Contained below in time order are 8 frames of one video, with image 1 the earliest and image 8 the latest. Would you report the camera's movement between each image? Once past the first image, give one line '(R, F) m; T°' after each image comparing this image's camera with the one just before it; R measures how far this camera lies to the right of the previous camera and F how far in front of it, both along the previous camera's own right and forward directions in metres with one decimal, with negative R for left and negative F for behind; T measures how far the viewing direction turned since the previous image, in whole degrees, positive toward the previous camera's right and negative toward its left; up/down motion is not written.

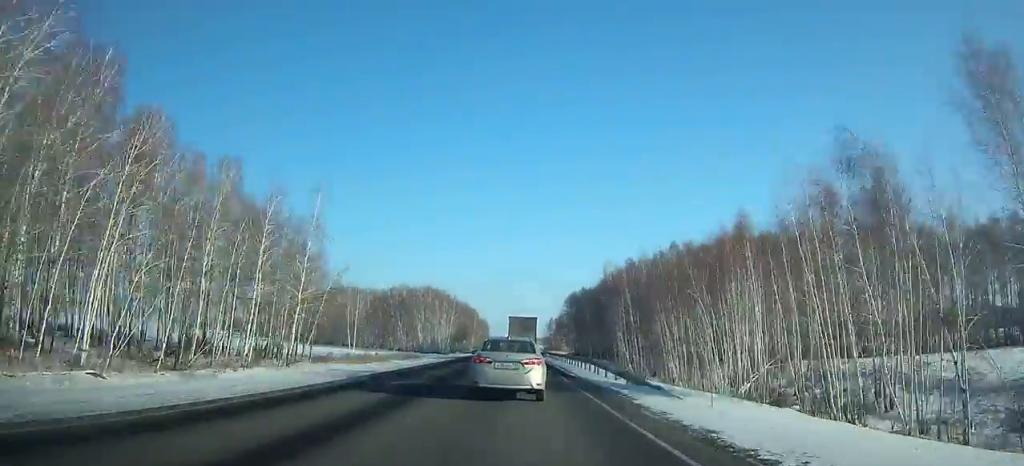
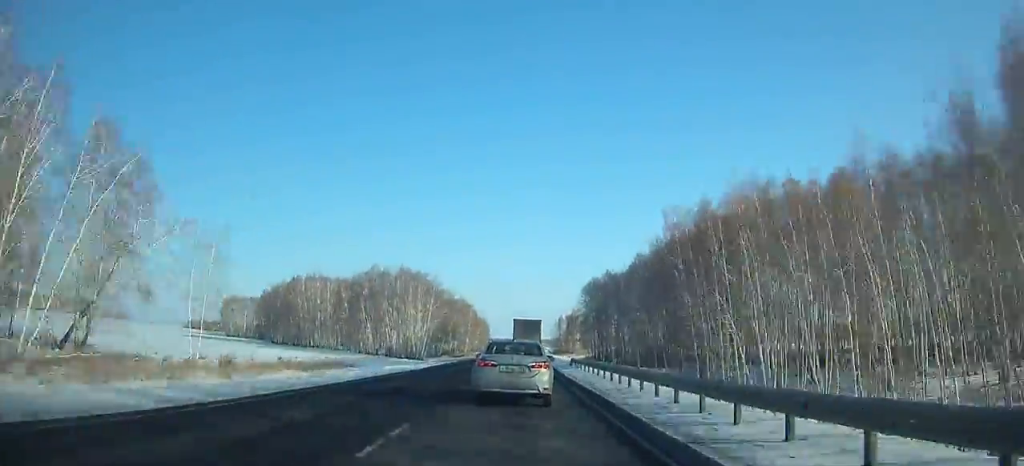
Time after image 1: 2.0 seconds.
(0.0, +43.9) m; 0°
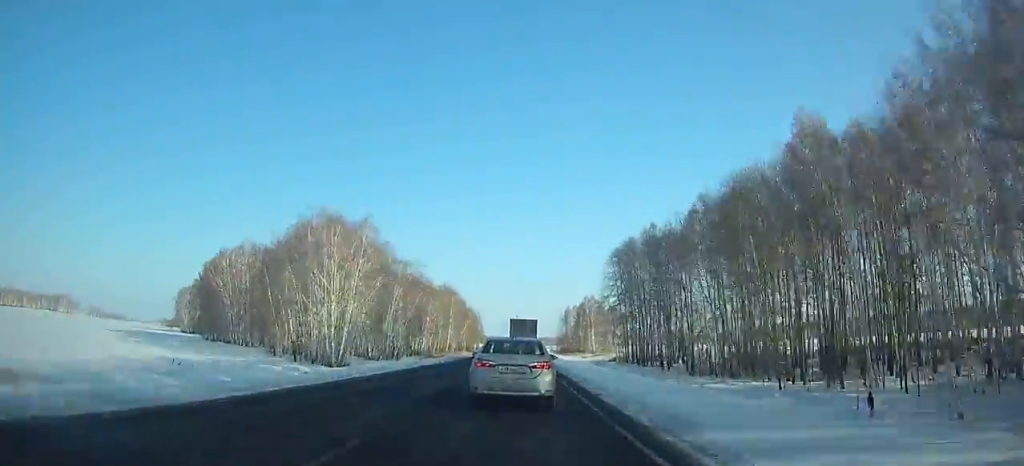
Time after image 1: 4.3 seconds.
(0.0, +49.1) m; 0°
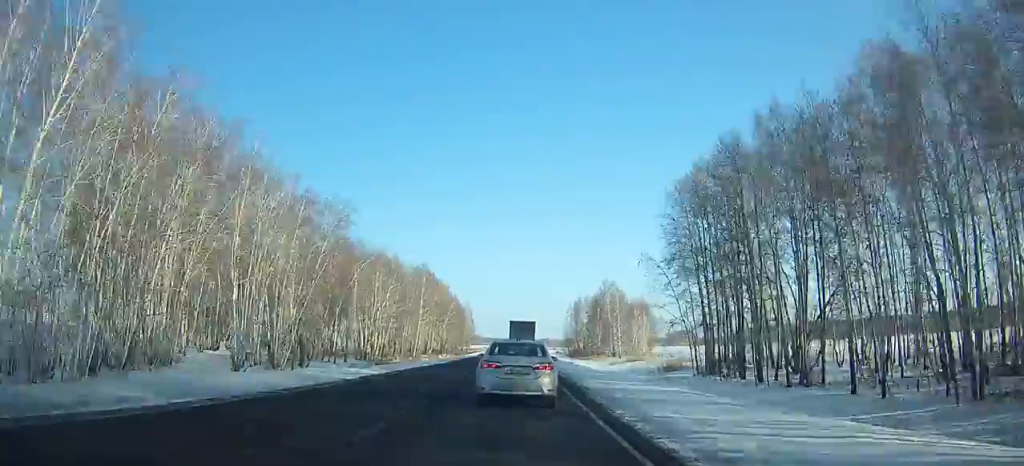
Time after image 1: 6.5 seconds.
(-0.1, +45.8) m; 0°
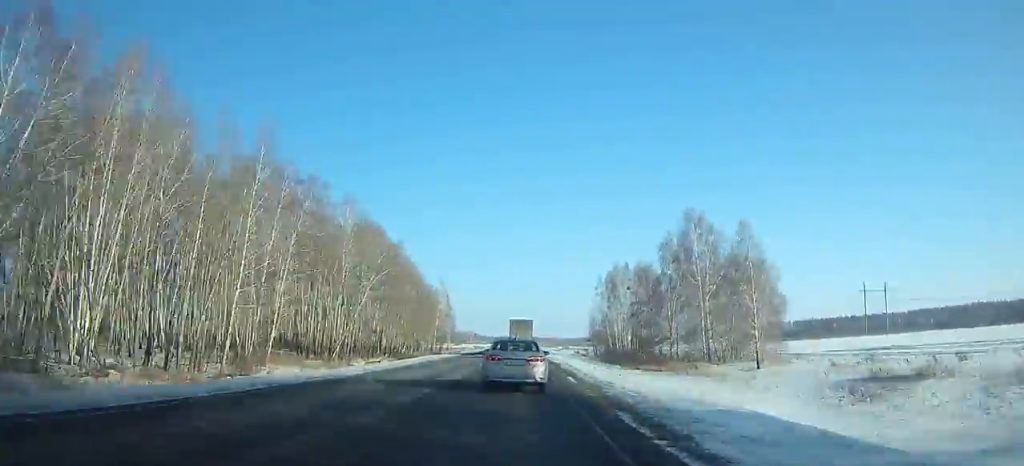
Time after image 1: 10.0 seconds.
(0.0, +72.6) m; 0°
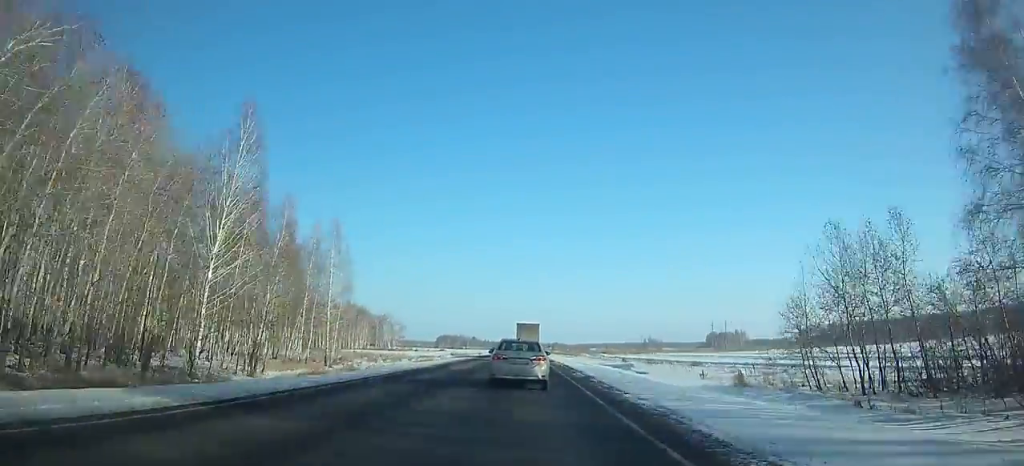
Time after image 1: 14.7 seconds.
(-0.5, +99.8) m; 0°
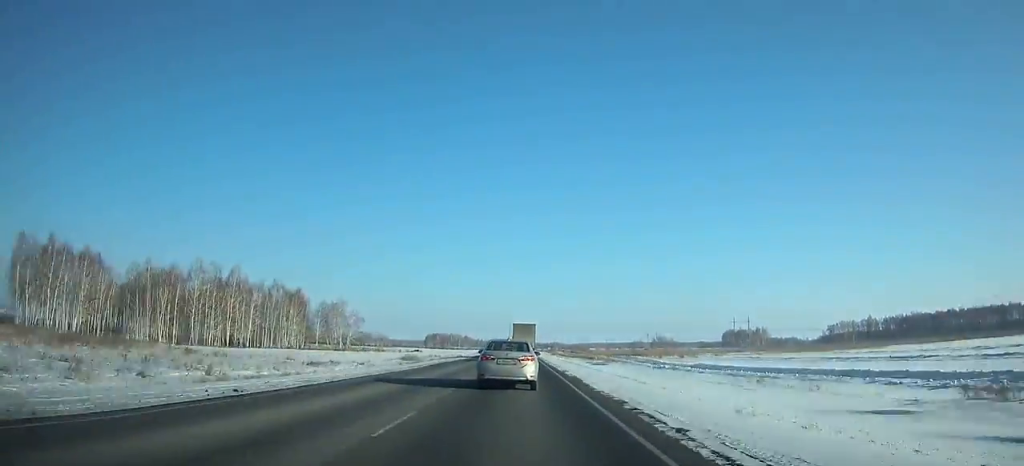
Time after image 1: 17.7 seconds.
(+0.3, +64.8) m; 0°
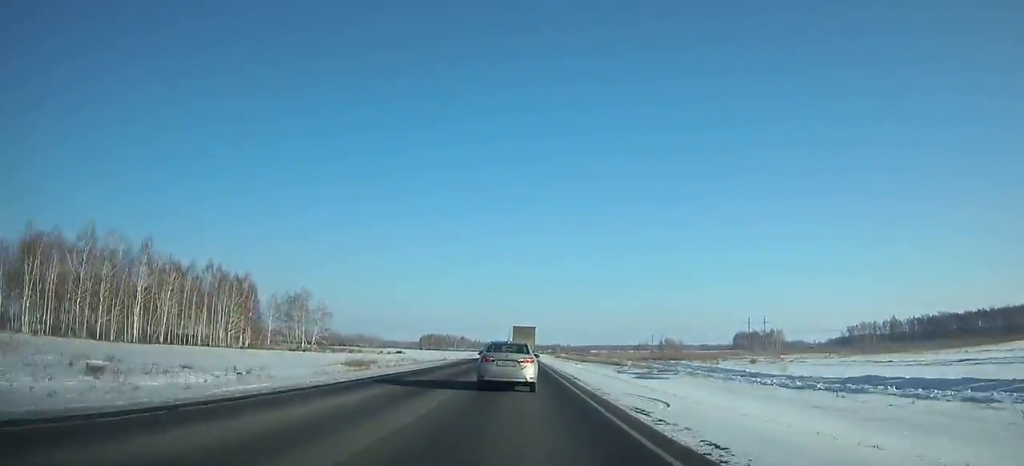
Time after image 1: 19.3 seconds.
(+0.1, +34.6) m; 0°
